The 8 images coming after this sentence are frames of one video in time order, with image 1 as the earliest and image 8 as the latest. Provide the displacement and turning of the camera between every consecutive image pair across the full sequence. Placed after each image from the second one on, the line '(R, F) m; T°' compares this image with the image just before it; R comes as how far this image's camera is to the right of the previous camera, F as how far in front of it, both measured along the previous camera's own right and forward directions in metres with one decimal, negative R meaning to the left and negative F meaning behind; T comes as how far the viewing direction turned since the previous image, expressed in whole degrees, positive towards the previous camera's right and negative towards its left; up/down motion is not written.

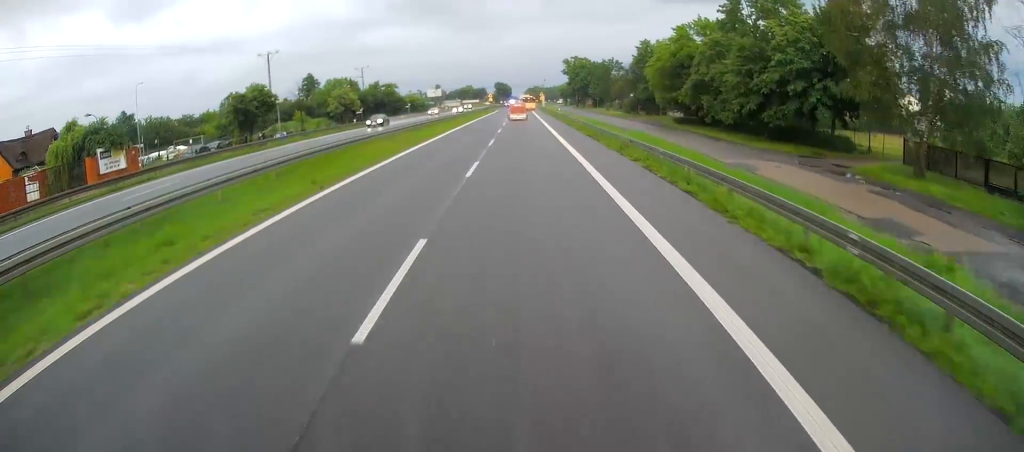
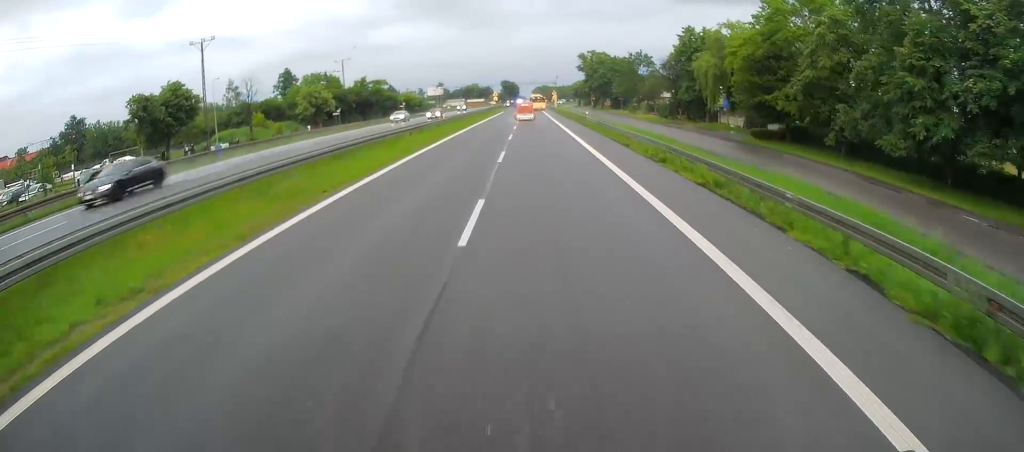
(+0.1, +21.5) m; -1°
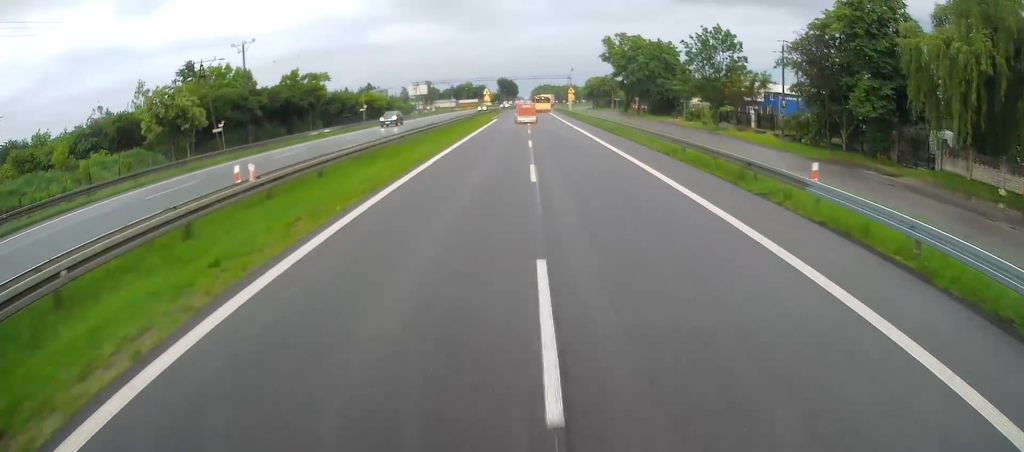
(-1.1, +43.2) m; -2°
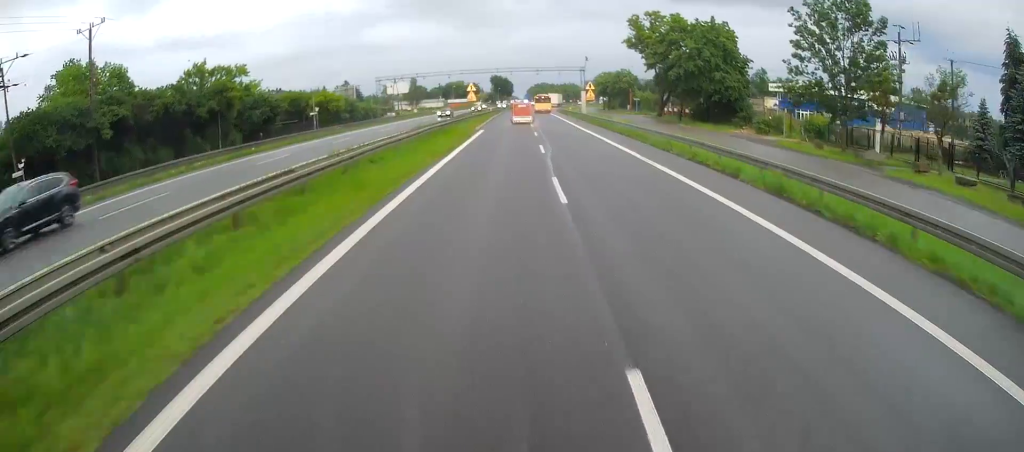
(+0.2, +28.5) m; 0°
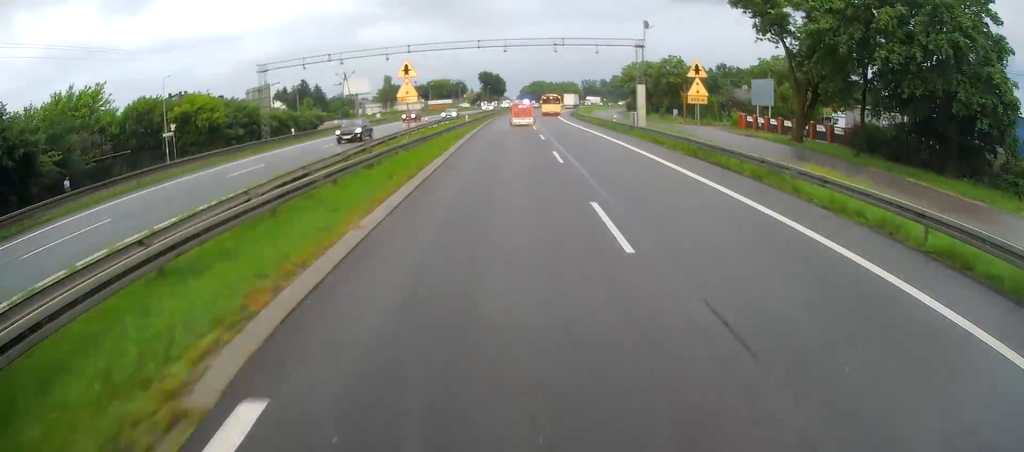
(0.0, +42.0) m; +2°
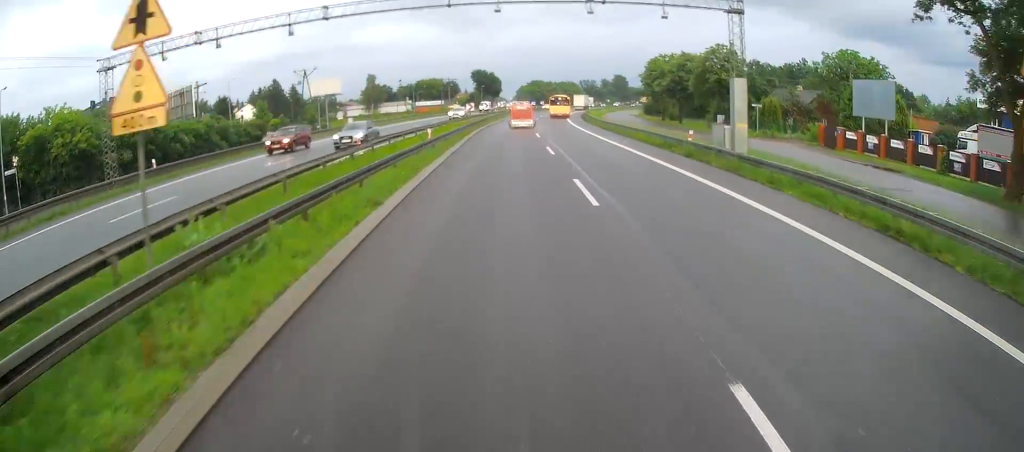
(+0.4, +21.2) m; +1°
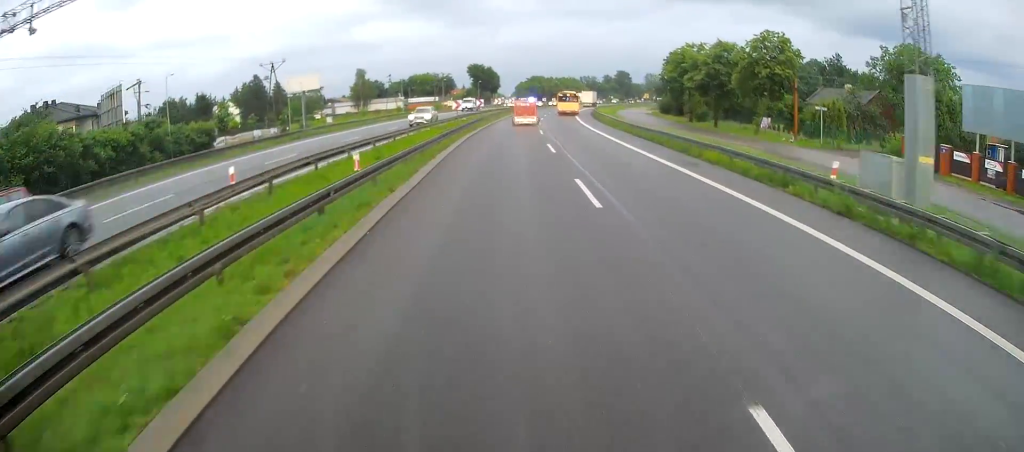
(+0.2, +13.1) m; 0°
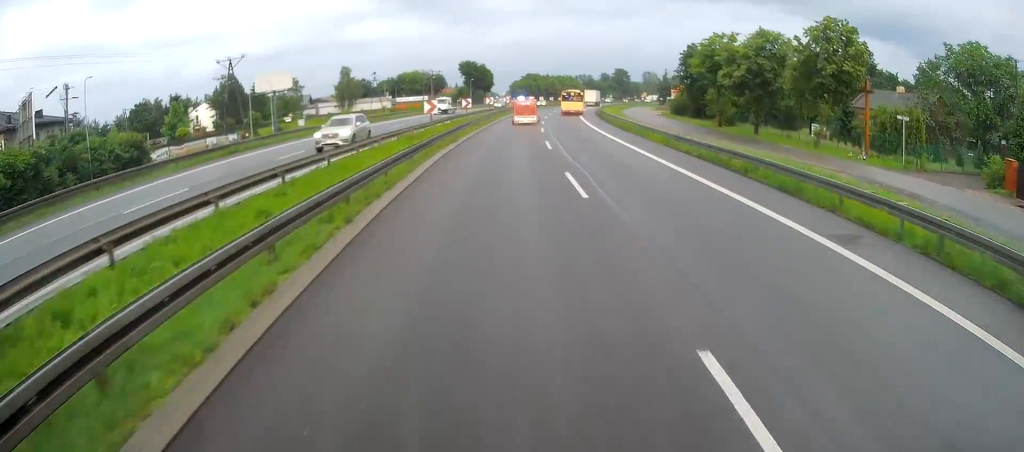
(-0.1, +11.9) m; 0°
